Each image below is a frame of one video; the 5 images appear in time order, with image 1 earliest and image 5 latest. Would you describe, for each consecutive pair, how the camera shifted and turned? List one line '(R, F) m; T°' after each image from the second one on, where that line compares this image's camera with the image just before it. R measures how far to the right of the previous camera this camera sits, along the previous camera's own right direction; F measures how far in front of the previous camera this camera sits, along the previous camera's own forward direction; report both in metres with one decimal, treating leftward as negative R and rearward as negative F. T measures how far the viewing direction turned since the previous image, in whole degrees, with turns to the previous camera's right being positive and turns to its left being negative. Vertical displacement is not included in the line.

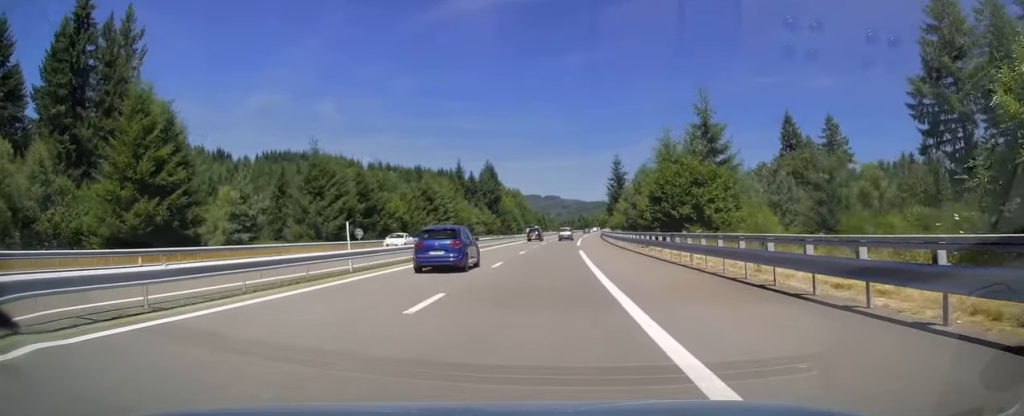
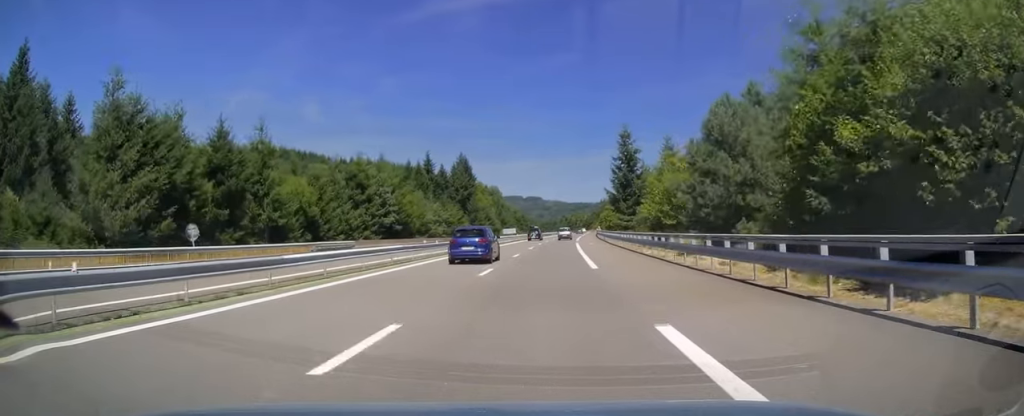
(+0.5, +30.6) m; +1°
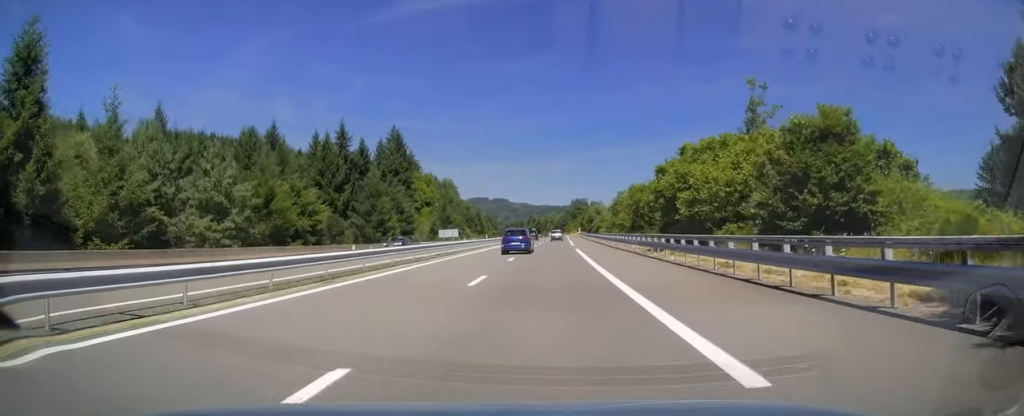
(+2.1, +68.2) m; +3°
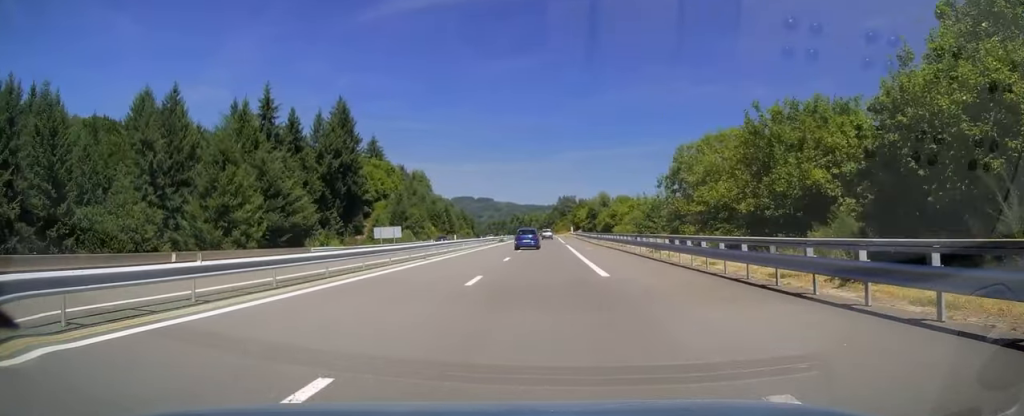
(+0.4, +39.5) m; +1°
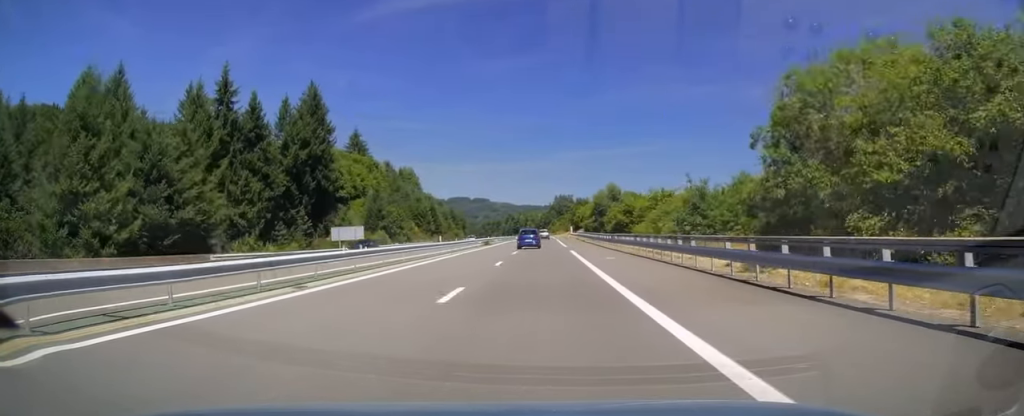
(0.0, +16.8) m; +1°
